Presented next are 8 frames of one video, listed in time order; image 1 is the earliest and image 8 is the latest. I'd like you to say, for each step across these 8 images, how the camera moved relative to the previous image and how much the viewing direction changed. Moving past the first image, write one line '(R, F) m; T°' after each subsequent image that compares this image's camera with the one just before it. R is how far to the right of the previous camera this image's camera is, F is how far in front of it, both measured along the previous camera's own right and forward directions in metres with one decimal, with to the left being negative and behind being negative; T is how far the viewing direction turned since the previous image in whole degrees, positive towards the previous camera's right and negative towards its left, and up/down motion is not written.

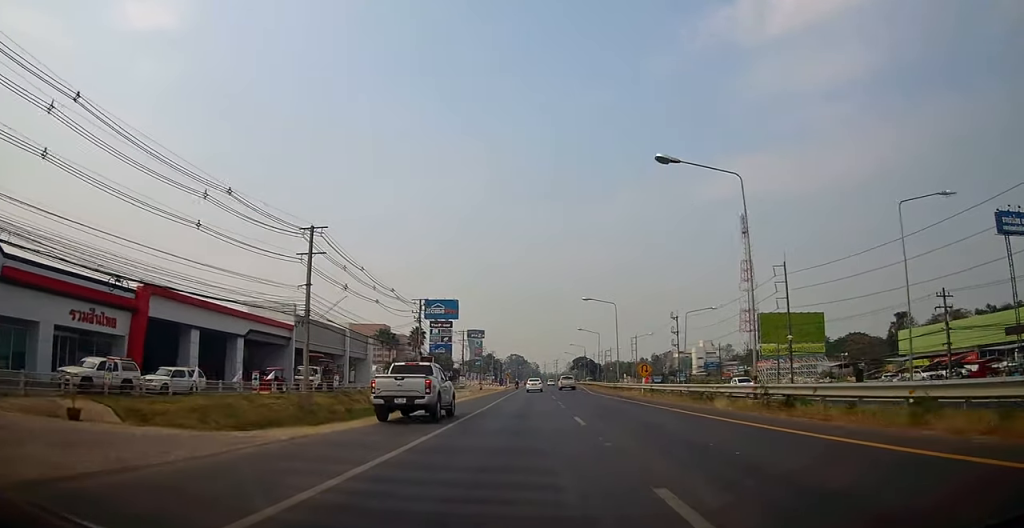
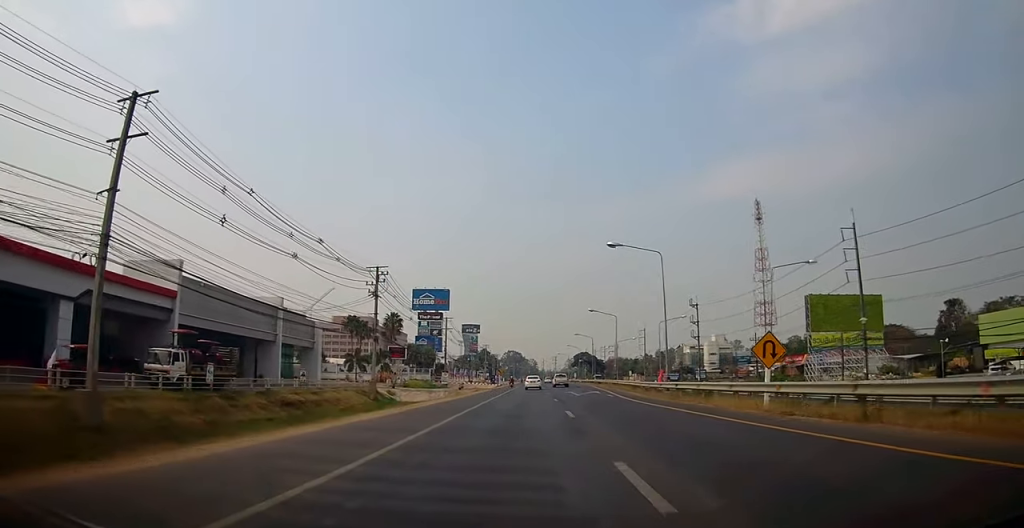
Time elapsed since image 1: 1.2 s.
(+0.6, +21.7) m; -2°
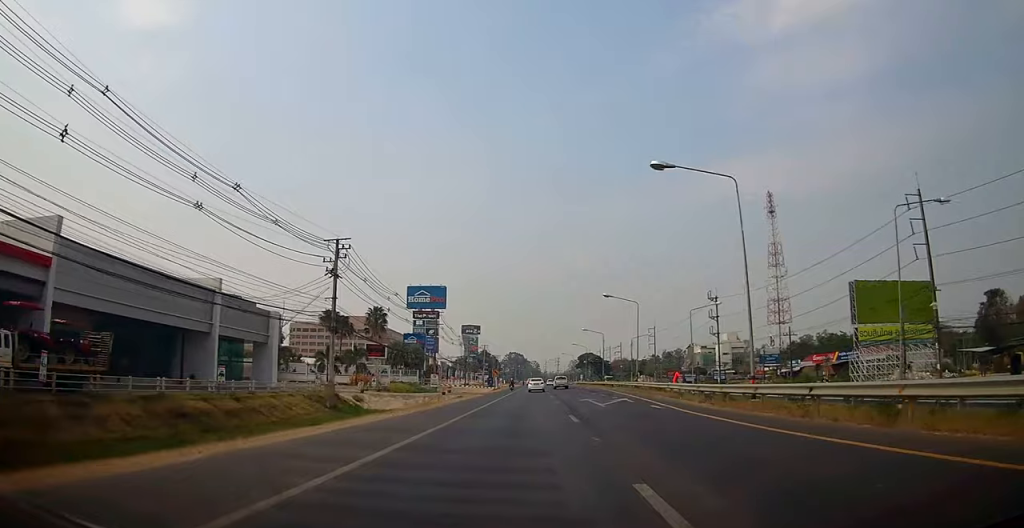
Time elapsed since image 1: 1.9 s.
(-0.9, +13.2) m; -2°
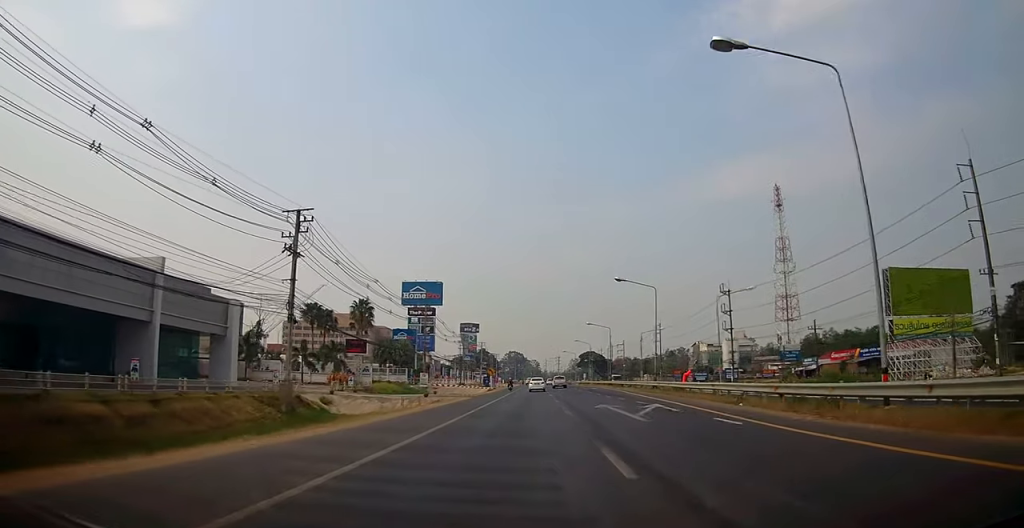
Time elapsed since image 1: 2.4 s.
(0.0, +8.4) m; 0°
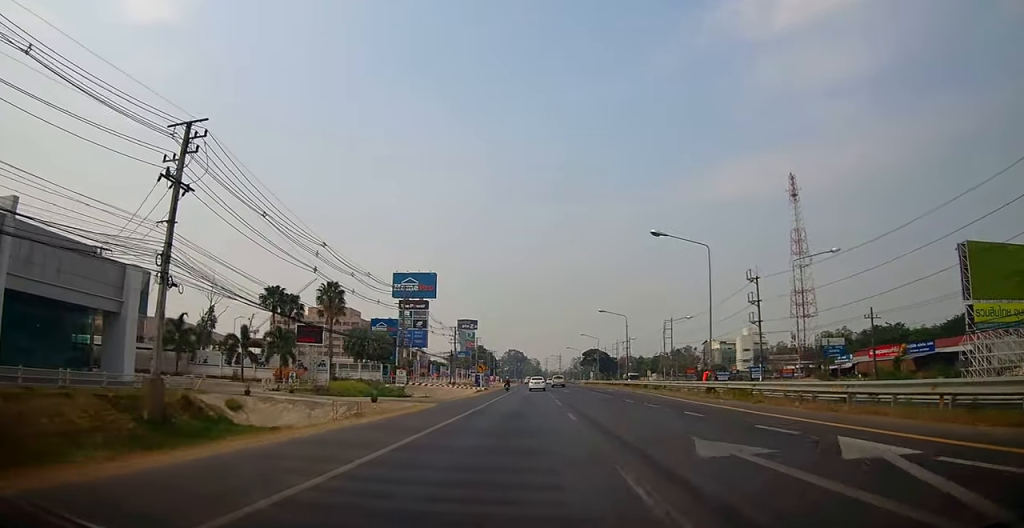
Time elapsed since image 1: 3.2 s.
(+0.4, +14.9) m; +2°
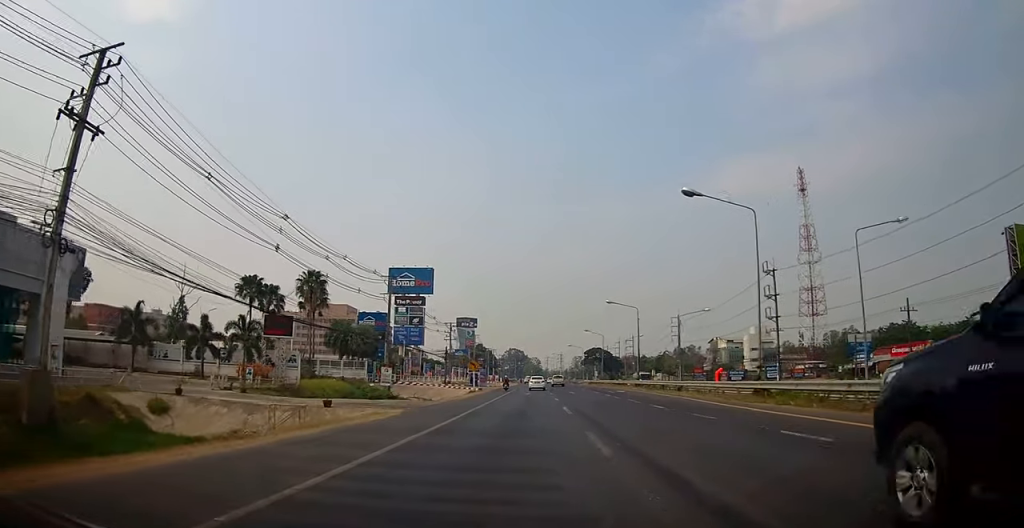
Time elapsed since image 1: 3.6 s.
(0.0, +7.2) m; 0°
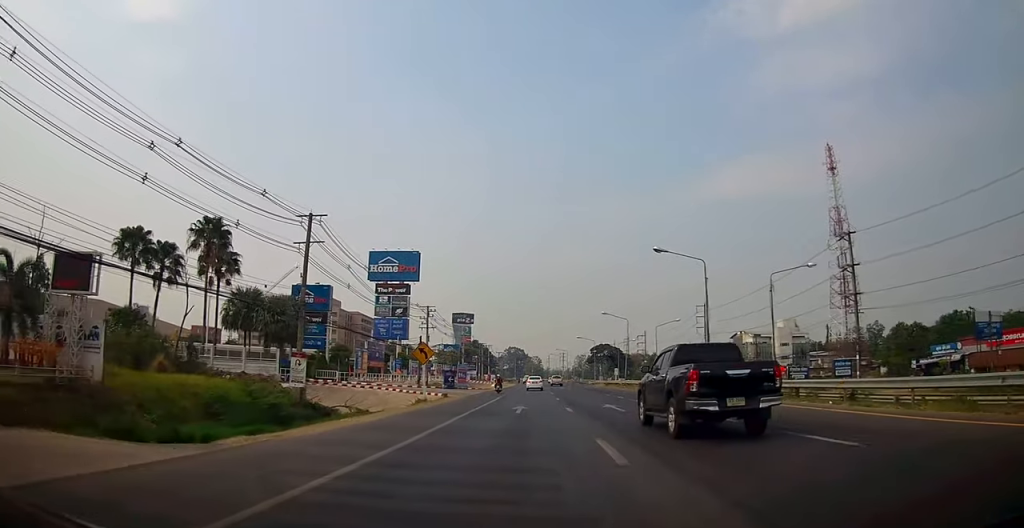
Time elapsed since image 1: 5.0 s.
(+0.1, +24.4) m; +1°
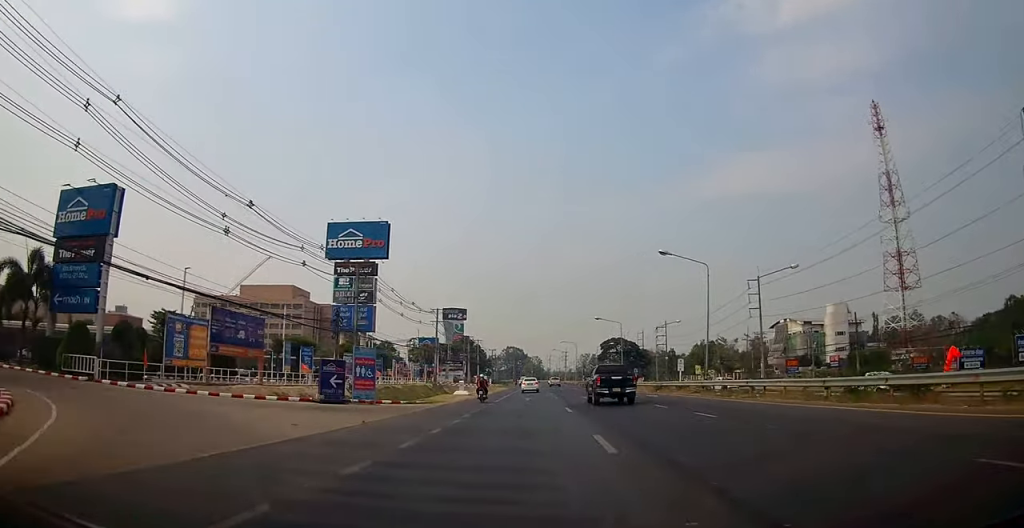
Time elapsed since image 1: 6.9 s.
(+0.2, +34.1) m; +2°
